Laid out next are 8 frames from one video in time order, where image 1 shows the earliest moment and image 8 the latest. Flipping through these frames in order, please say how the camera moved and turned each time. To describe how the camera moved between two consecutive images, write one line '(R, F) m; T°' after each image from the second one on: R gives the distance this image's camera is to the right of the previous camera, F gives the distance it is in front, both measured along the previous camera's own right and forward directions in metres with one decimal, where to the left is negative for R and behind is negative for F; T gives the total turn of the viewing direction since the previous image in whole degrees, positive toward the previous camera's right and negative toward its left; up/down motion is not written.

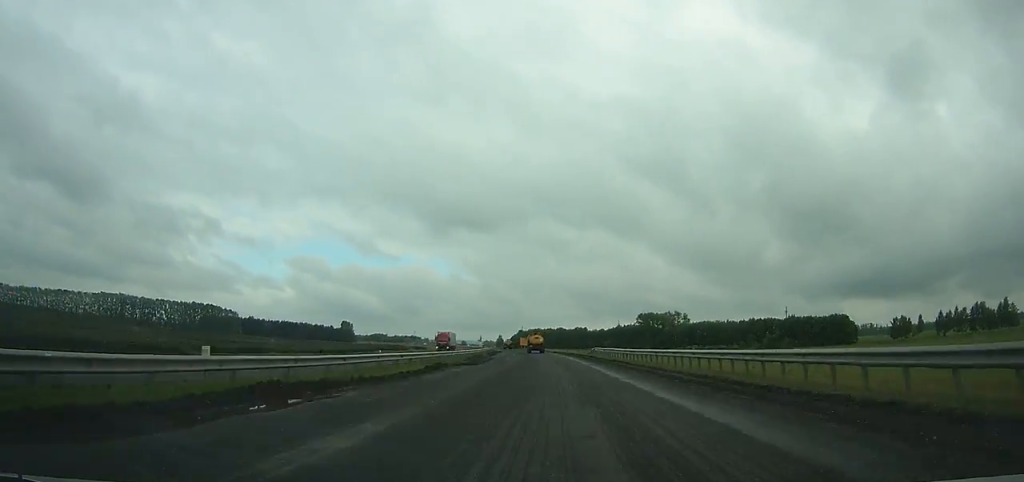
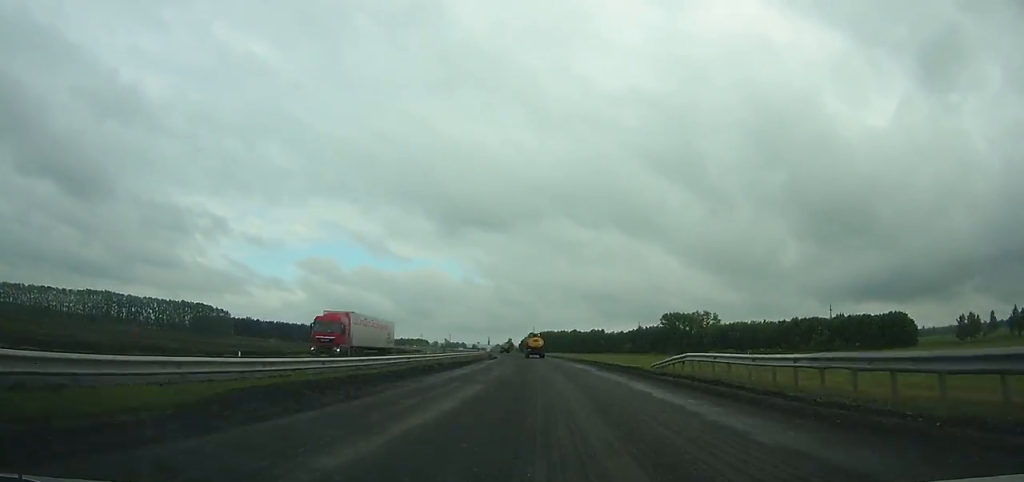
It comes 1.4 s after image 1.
(-0.2, +39.1) m; -2°
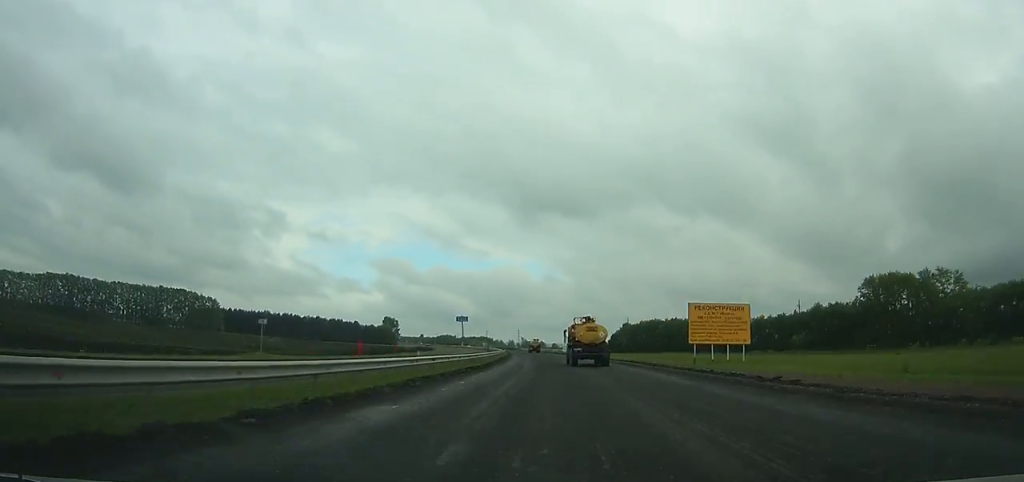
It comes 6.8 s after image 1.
(-9.2, +146.2) m; -7°
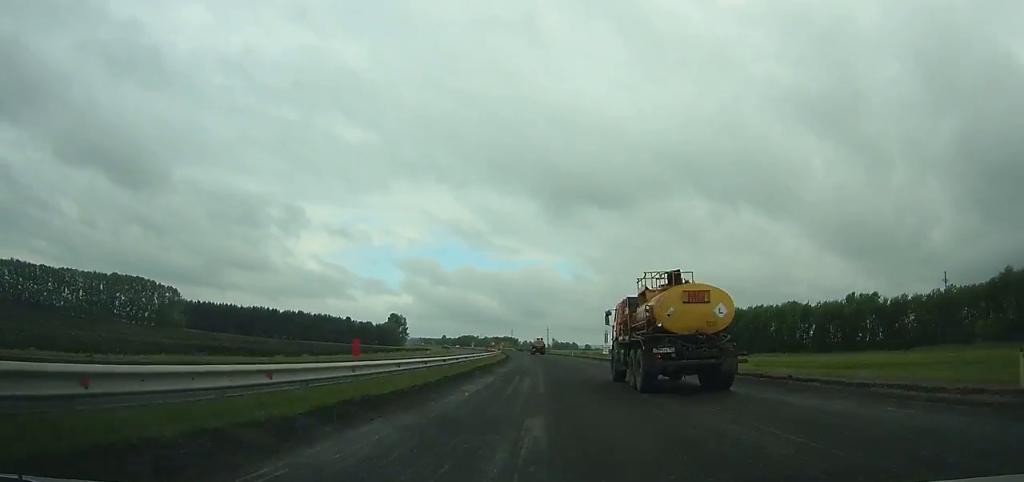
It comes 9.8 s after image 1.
(-2.5, +80.0) m; -3°
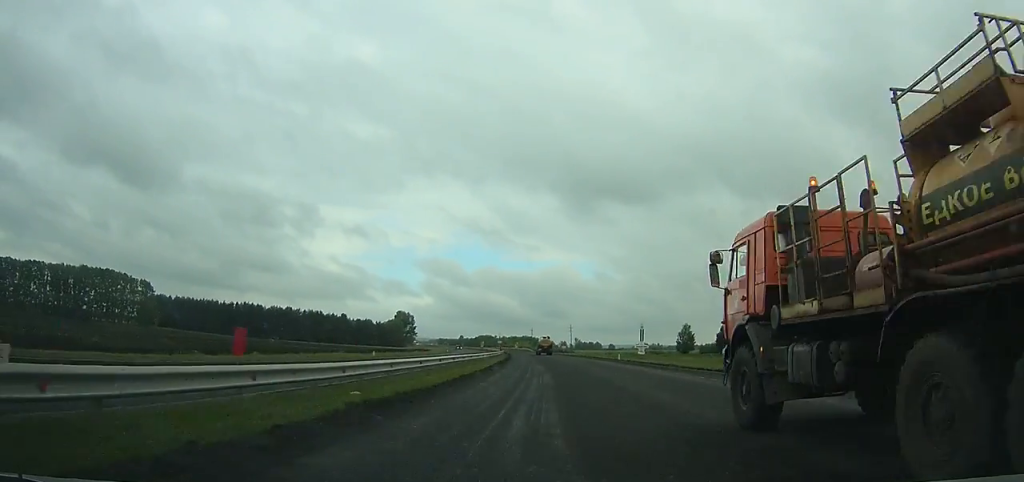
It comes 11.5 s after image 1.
(-1.0, +45.1) m; -2°
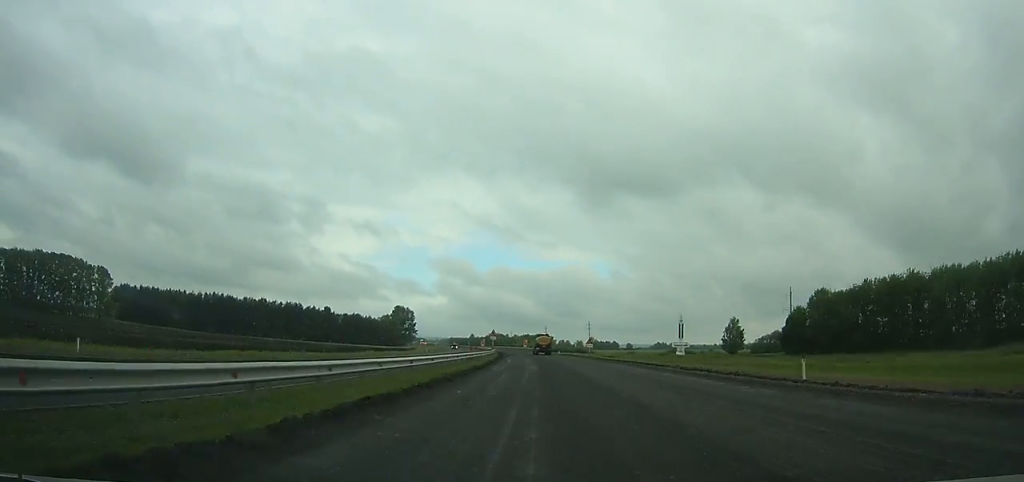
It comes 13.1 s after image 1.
(-0.2, +42.4) m; -2°
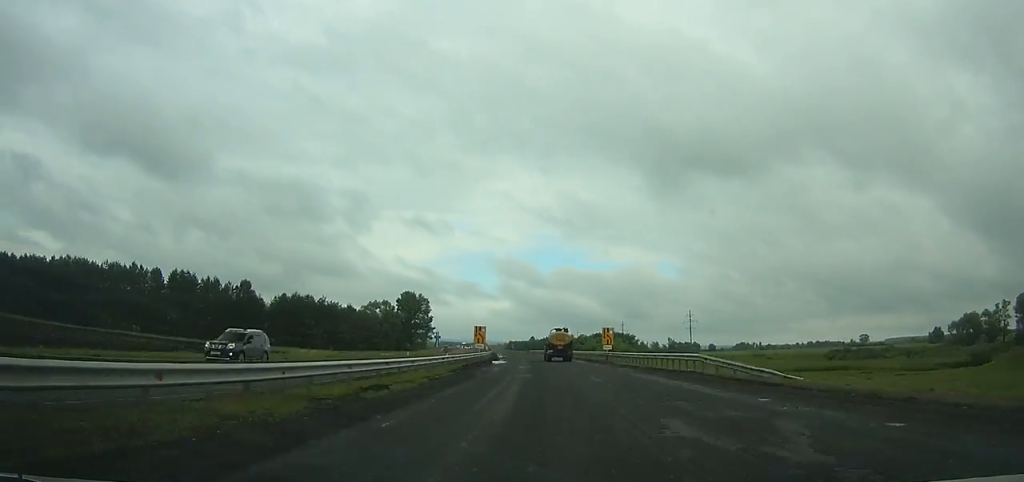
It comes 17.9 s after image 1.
(-7.3, +125.5) m; -7°
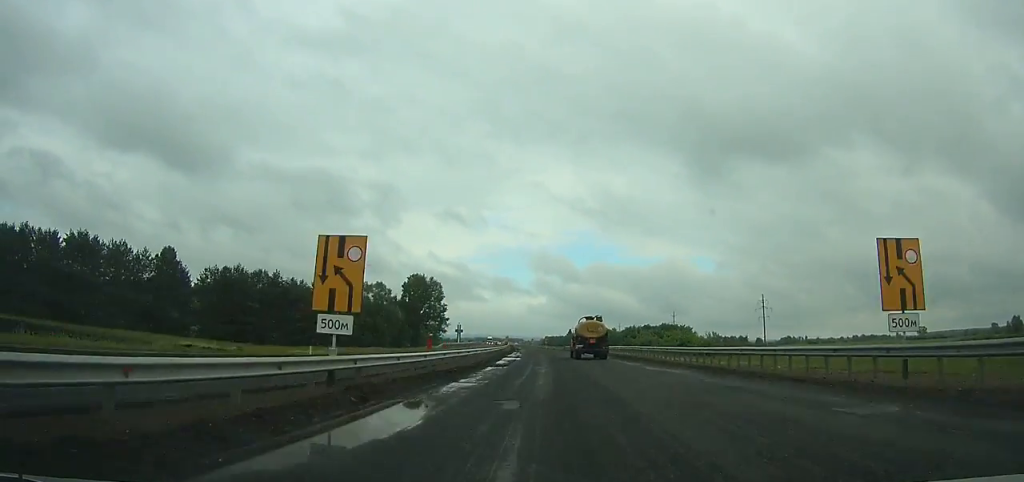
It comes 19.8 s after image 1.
(-0.9, +49.3) m; -3°
